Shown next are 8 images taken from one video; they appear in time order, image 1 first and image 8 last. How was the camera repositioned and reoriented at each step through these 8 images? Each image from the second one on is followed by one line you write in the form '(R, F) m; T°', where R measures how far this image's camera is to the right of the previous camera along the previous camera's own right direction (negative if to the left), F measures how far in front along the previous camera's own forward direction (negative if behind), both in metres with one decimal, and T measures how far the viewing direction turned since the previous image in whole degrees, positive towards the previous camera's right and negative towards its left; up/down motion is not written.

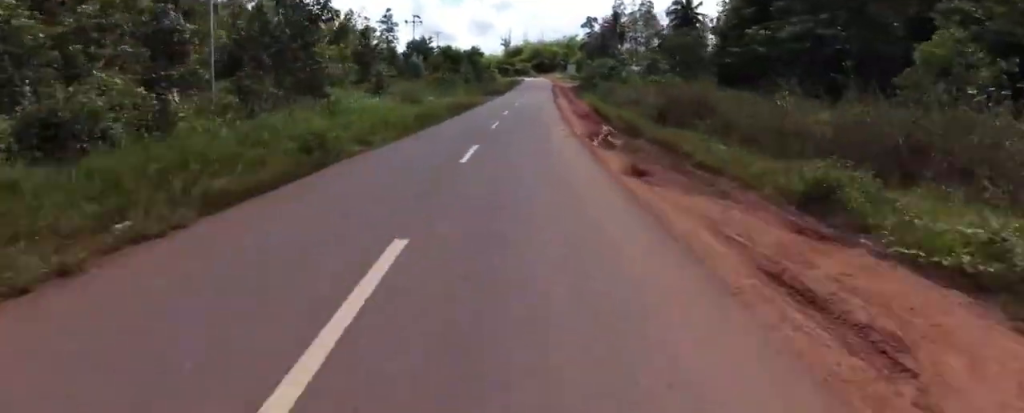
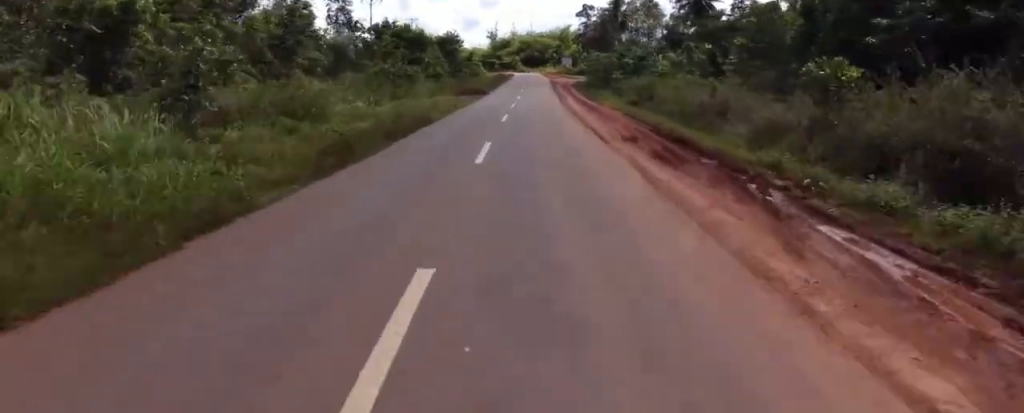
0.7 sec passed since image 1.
(0.0, +16.8) m; +2°
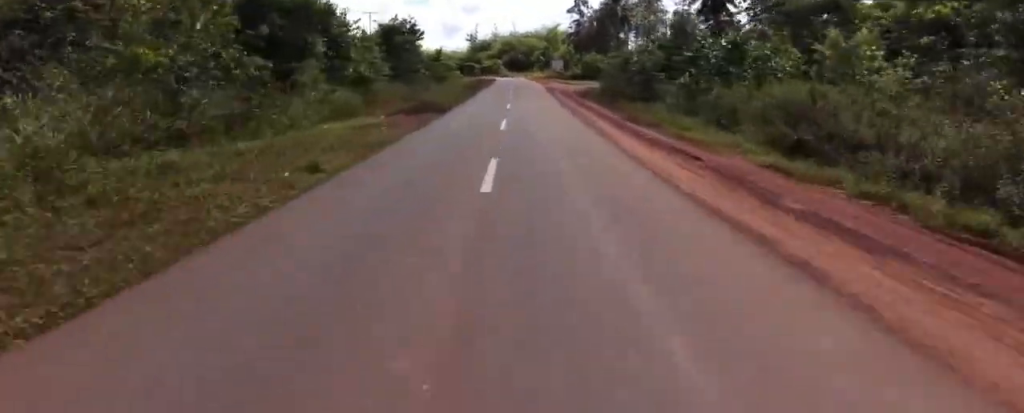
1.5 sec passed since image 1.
(+0.8, +18.9) m; +2°
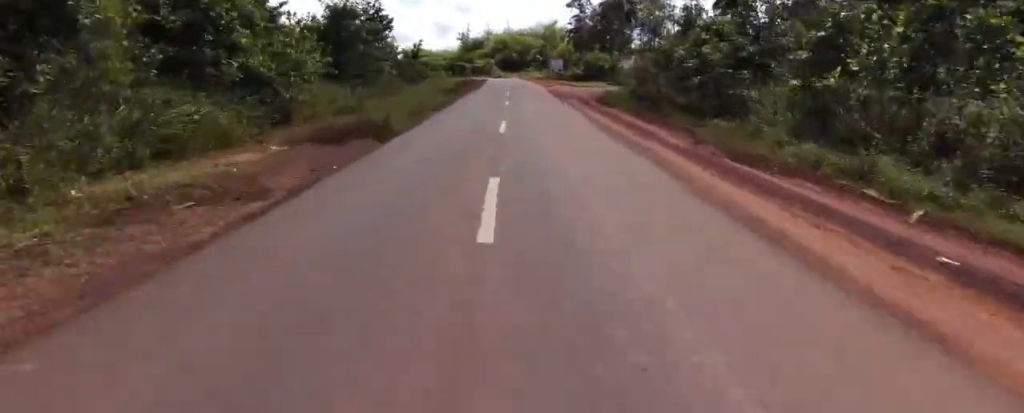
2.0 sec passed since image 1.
(+0.2, +10.3) m; +1°
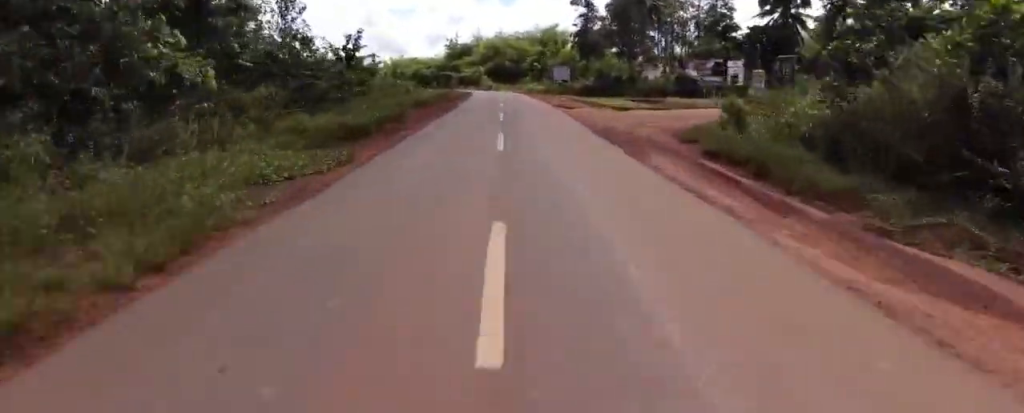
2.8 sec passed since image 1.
(-0.1, +19.2) m; +2°
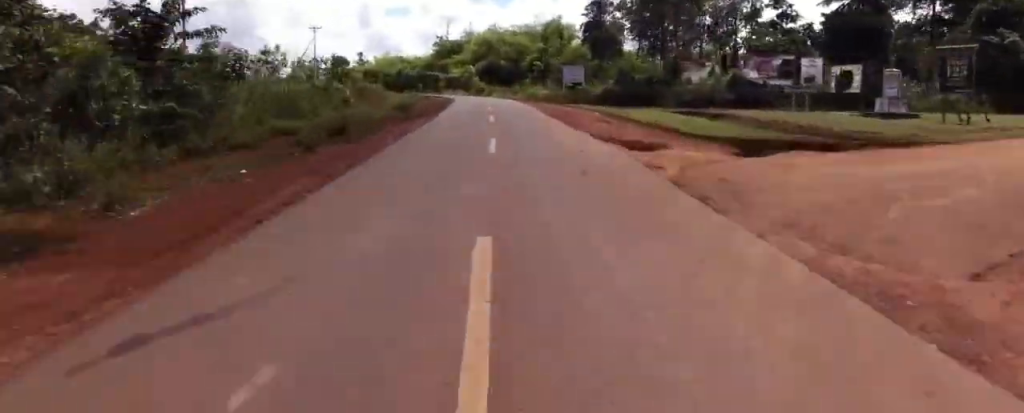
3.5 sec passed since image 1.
(+0.8, +16.4) m; -1°
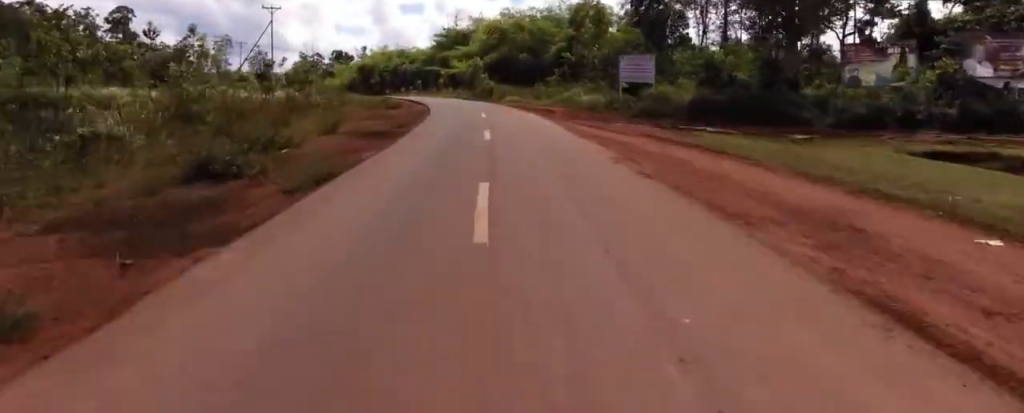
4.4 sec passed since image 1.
(-0.6, +22.0) m; -2°
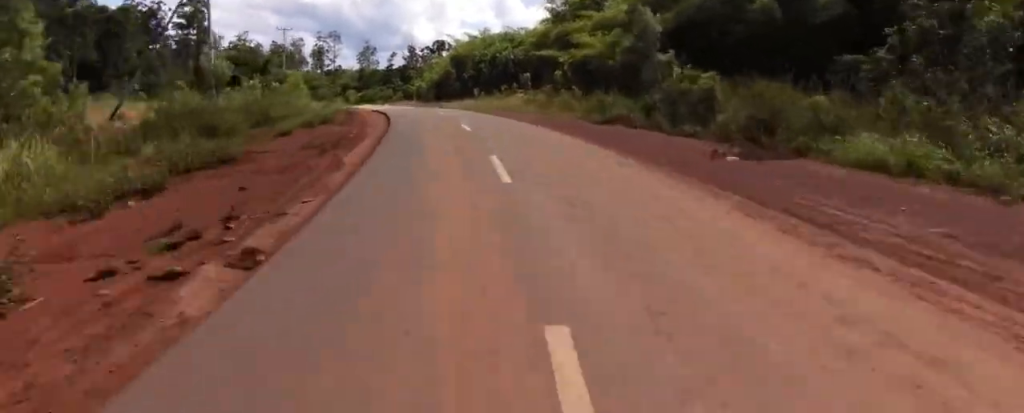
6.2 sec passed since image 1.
(-1.0, +37.8) m; -7°
